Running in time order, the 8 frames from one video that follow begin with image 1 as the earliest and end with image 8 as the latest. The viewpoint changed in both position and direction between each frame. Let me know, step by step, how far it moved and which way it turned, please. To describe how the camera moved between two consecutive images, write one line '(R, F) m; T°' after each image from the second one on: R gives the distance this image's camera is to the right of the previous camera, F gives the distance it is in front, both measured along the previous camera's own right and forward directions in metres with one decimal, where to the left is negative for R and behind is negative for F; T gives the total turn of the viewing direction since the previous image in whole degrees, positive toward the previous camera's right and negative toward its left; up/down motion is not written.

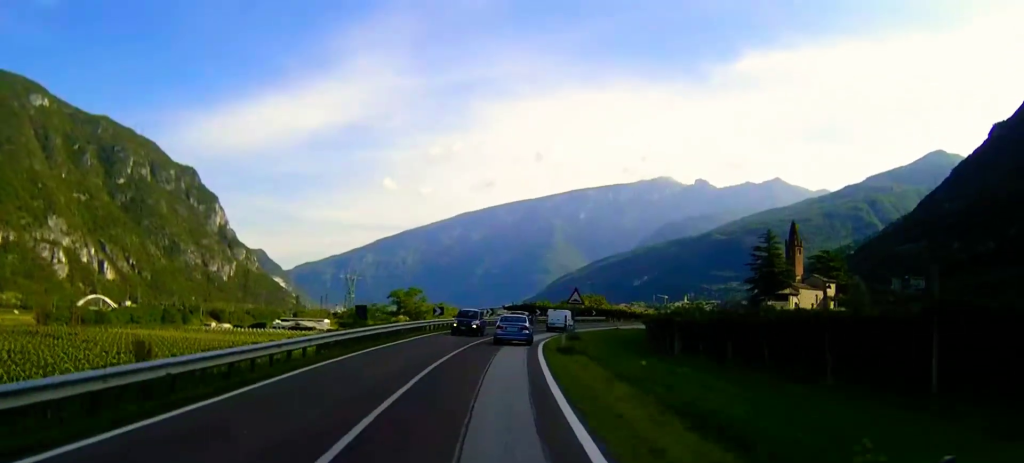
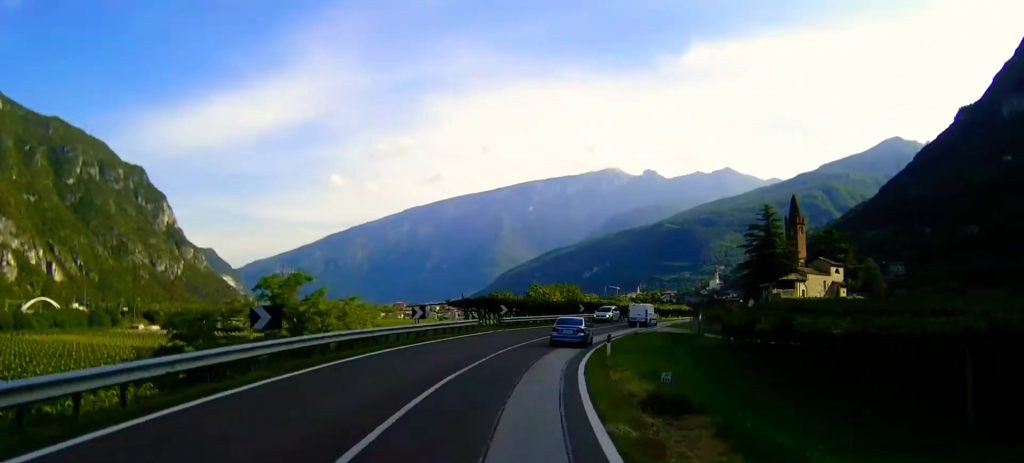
(+1.0, +33.4) m; +5°
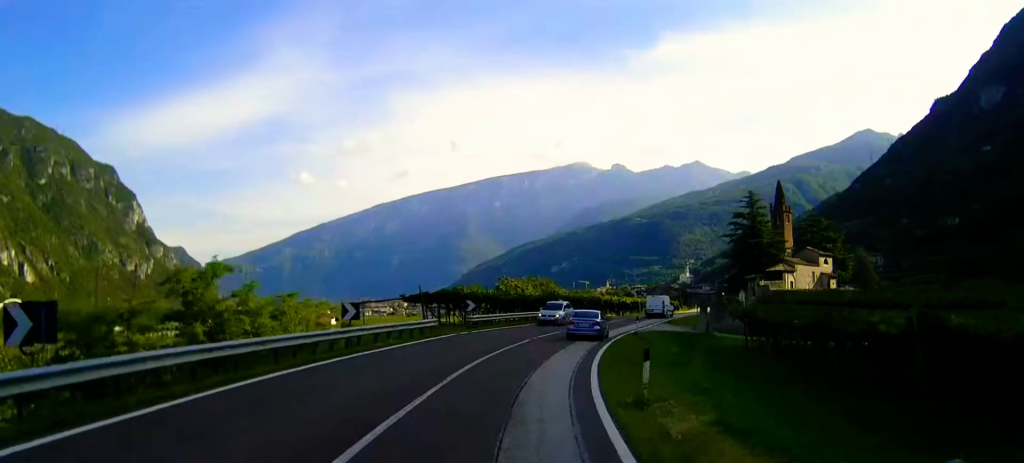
(+0.2, +10.0) m; +3°
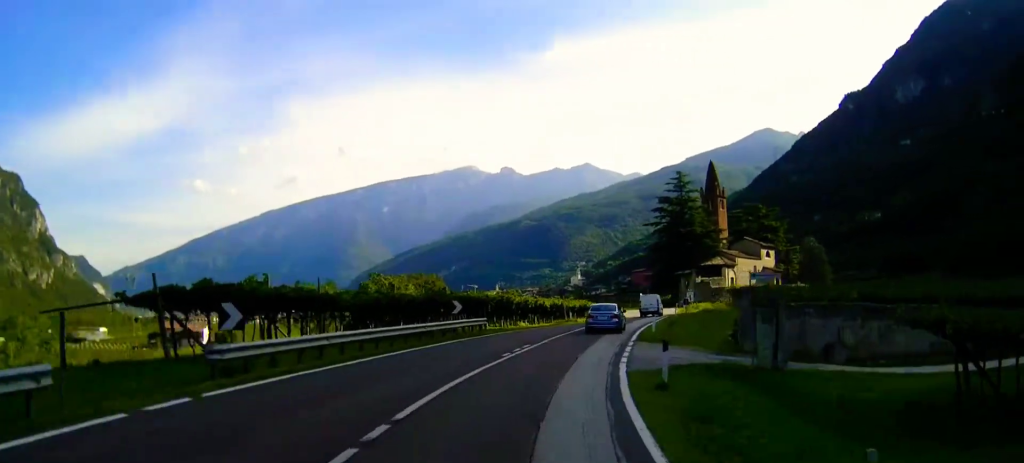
(+1.7, +25.6) m; +9°
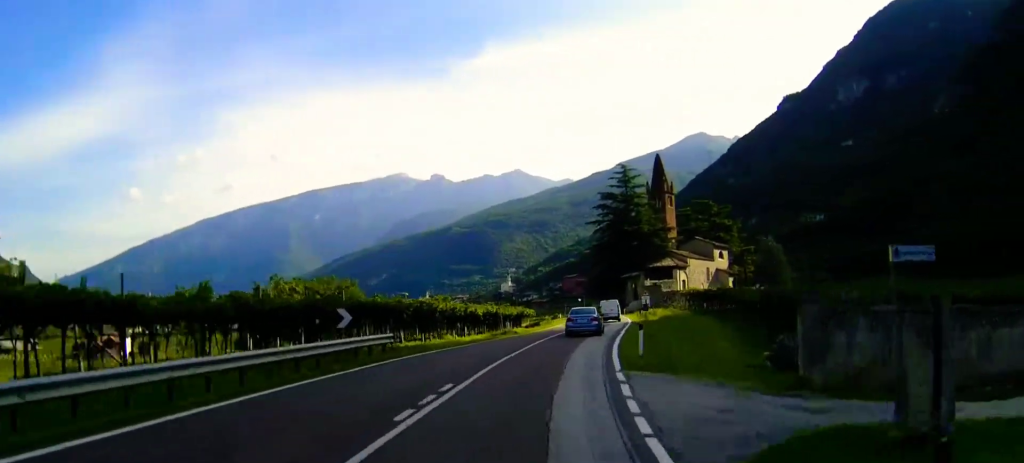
(+0.4, +11.8) m; +5°
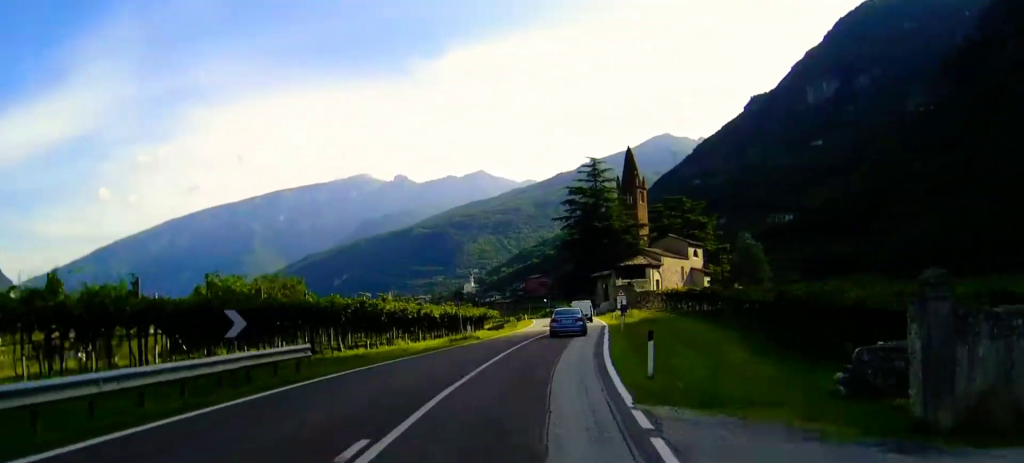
(+0.3, +6.8) m; +2°
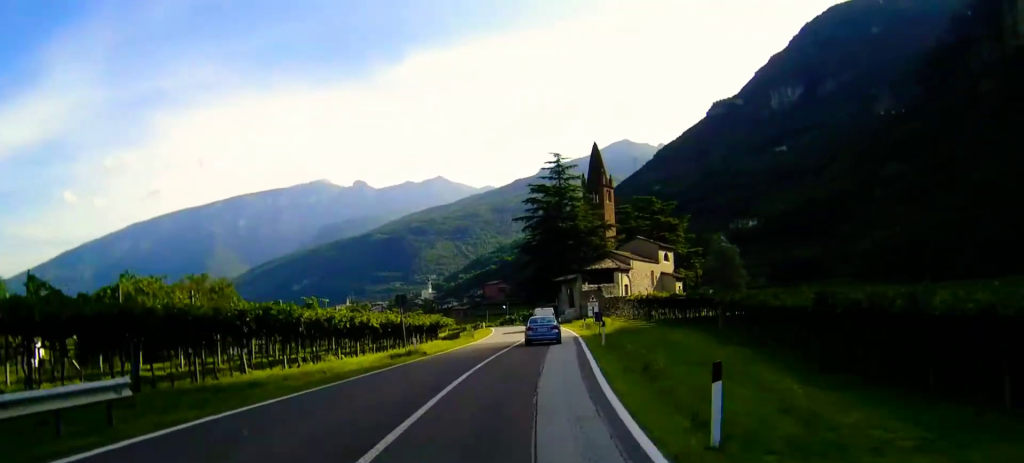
(+0.2, +8.0) m; +3°
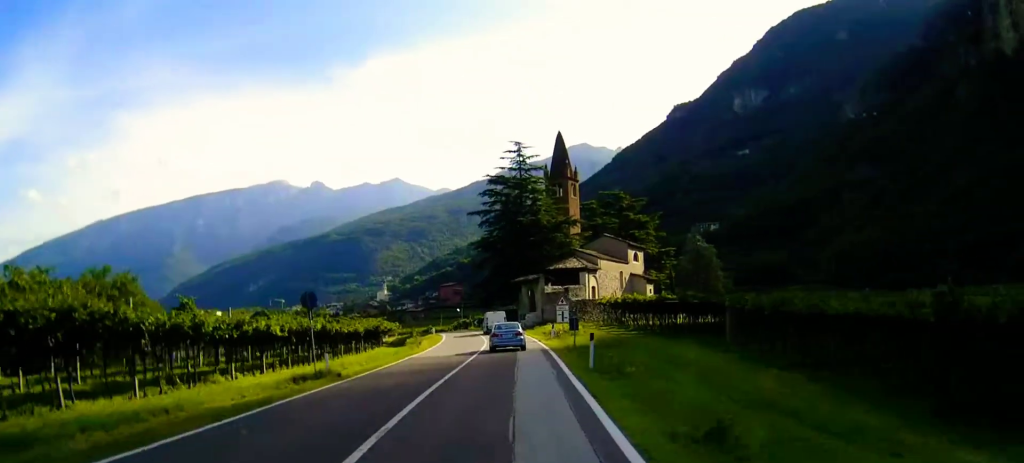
(+0.3, +9.8) m; +2°
